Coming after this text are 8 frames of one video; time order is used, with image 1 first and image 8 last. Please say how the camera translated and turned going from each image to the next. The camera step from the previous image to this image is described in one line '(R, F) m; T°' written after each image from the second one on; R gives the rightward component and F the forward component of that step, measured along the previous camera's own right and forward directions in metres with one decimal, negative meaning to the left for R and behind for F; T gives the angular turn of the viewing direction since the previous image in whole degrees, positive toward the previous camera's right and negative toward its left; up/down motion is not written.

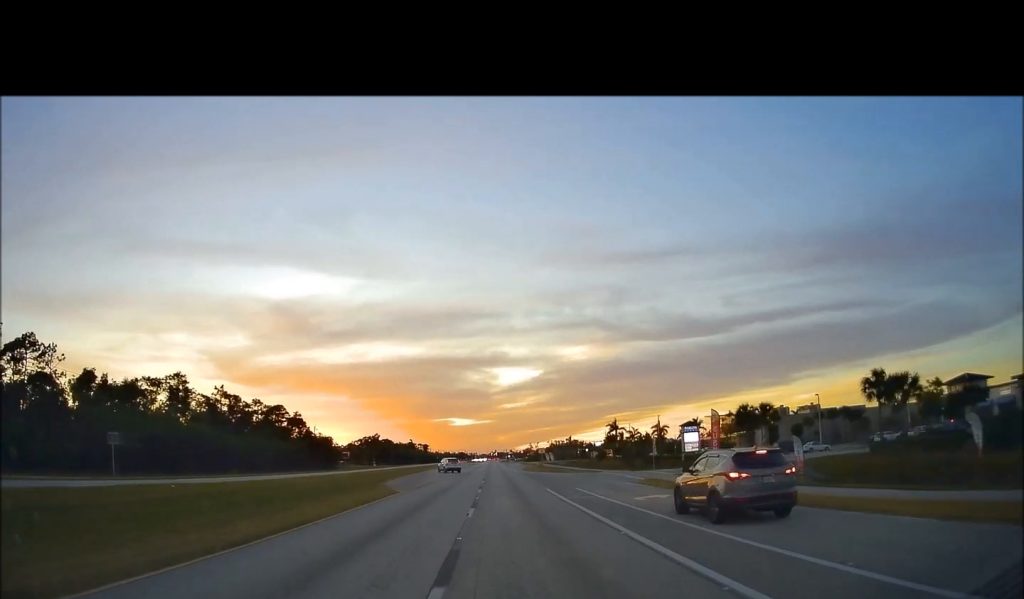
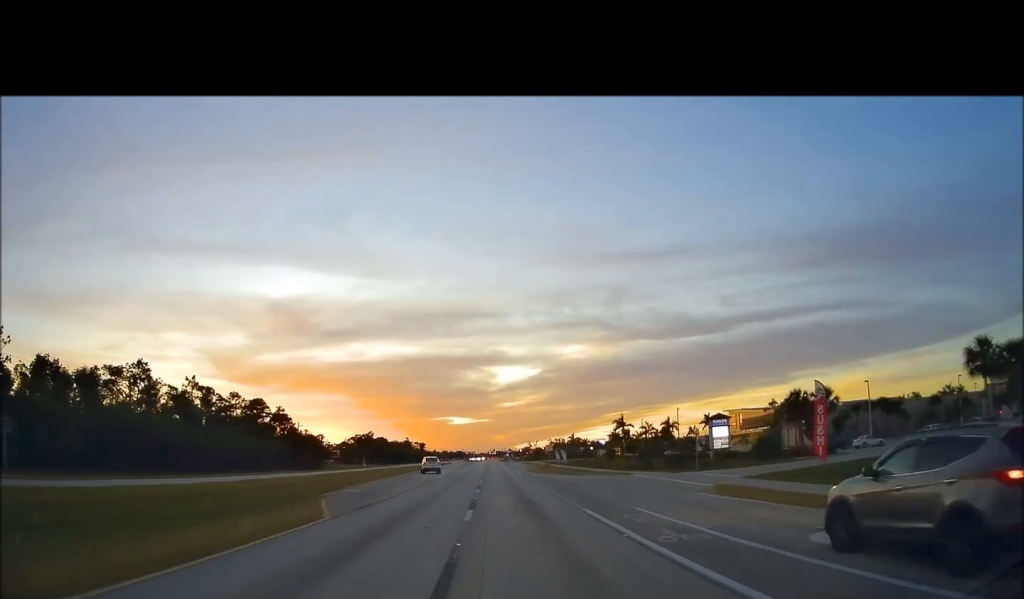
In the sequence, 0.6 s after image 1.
(0.0, +10.5) m; 0°
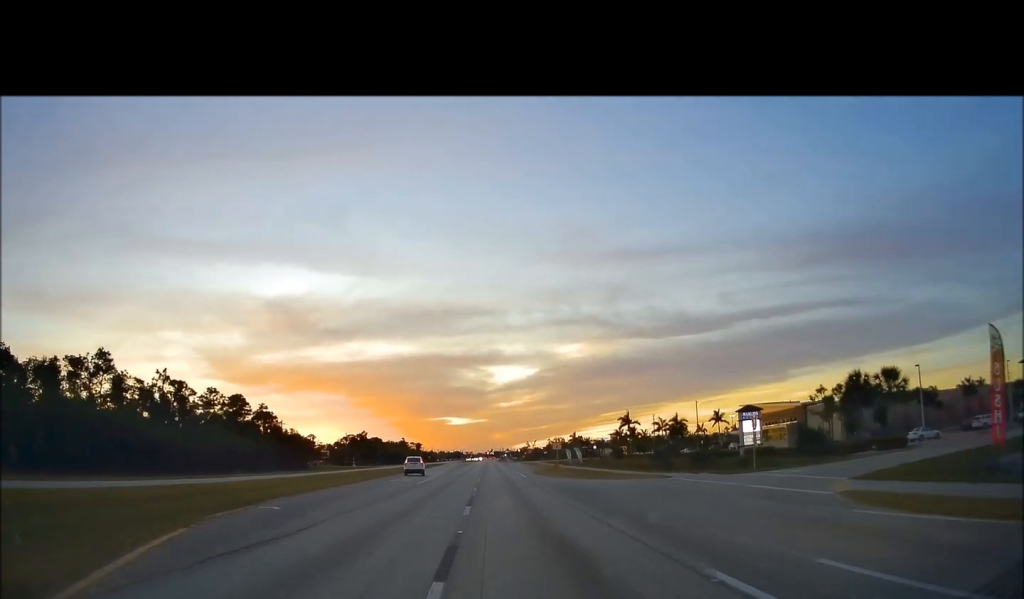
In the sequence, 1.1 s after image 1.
(0.0, +8.7) m; 0°
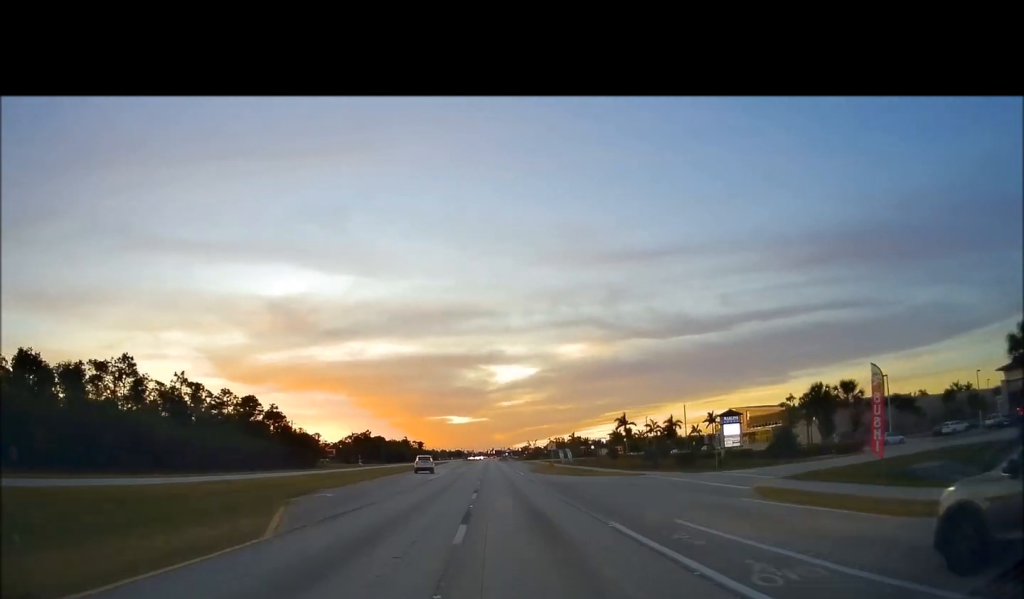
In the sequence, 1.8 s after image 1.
(-0.1, +13.3) m; 0°
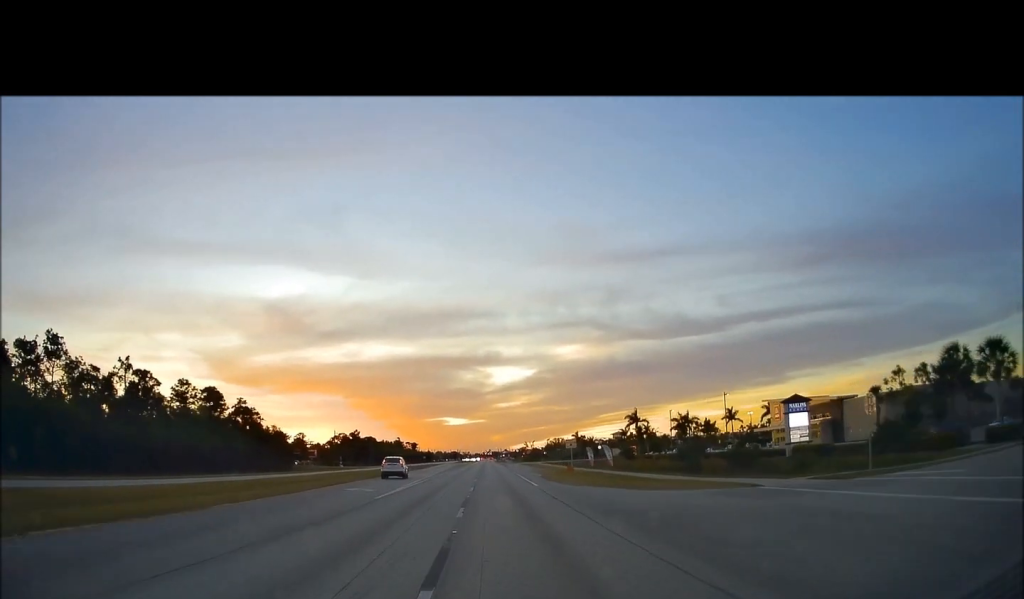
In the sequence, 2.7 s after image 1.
(+0.1, +17.3) m; 0°
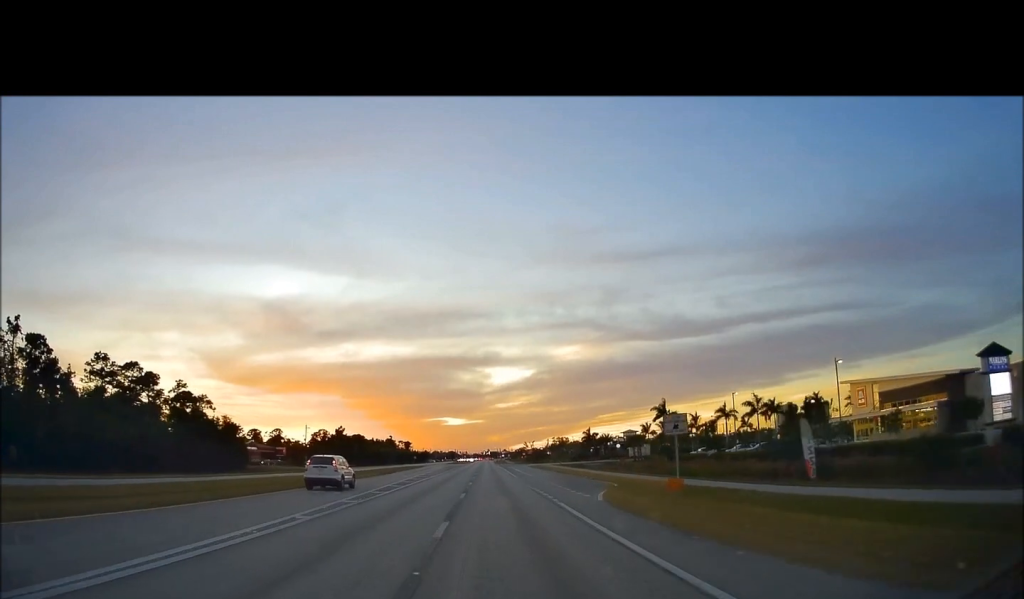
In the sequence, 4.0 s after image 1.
(-0.1, +27.2) m; 0°
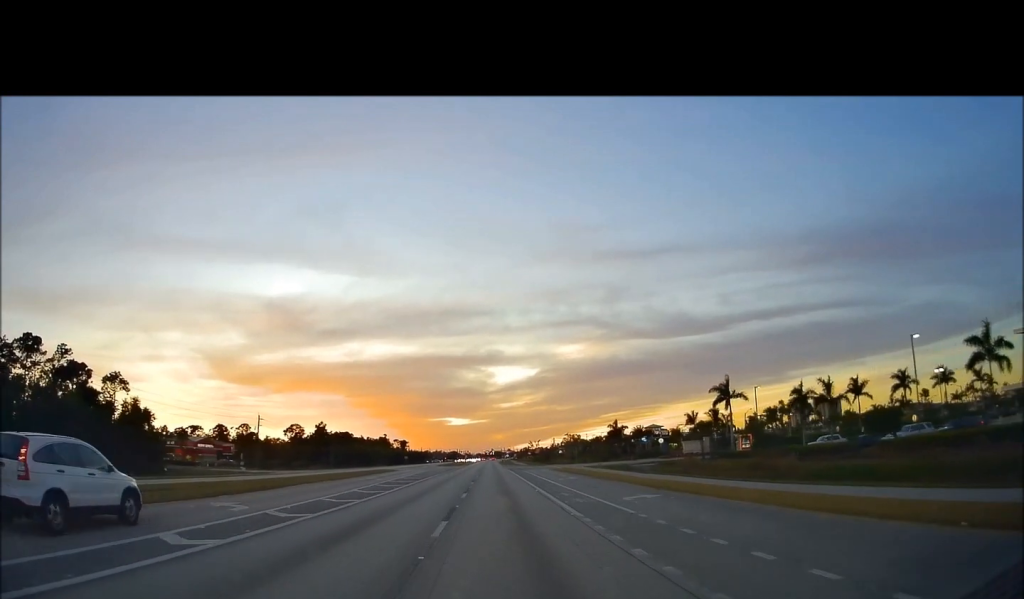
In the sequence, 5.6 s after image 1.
(+0.6, +35.6) m; +1°
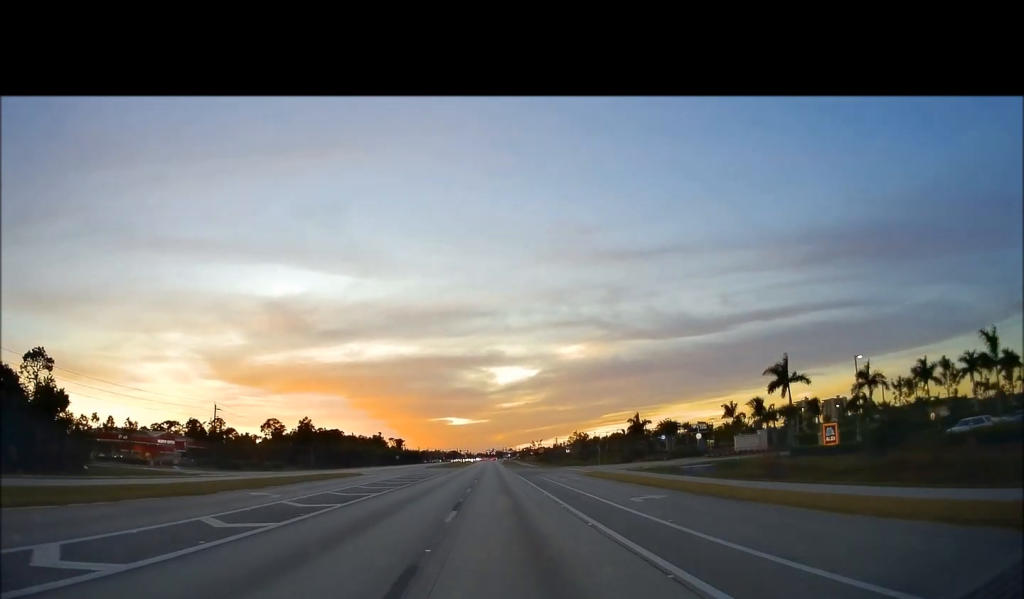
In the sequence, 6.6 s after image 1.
(0.0, +21.5) m; 0°
